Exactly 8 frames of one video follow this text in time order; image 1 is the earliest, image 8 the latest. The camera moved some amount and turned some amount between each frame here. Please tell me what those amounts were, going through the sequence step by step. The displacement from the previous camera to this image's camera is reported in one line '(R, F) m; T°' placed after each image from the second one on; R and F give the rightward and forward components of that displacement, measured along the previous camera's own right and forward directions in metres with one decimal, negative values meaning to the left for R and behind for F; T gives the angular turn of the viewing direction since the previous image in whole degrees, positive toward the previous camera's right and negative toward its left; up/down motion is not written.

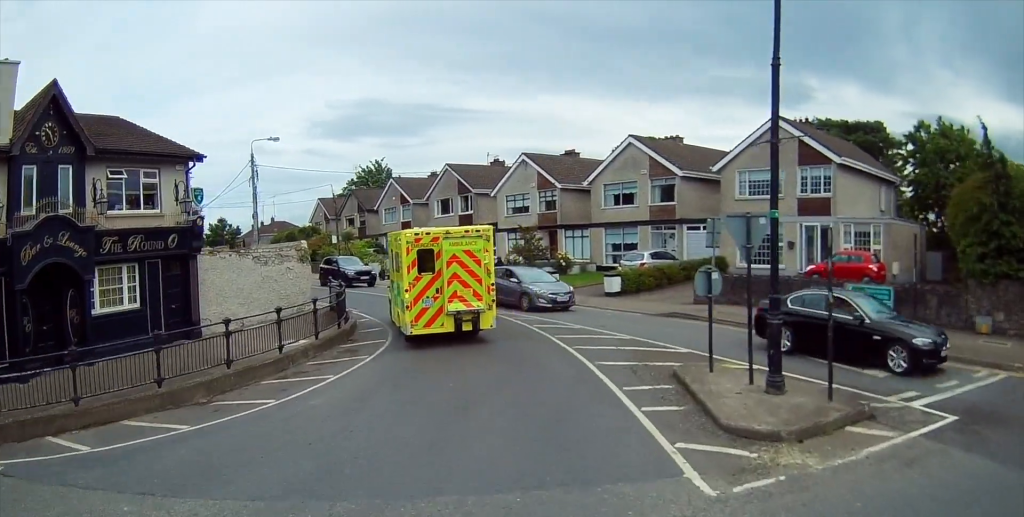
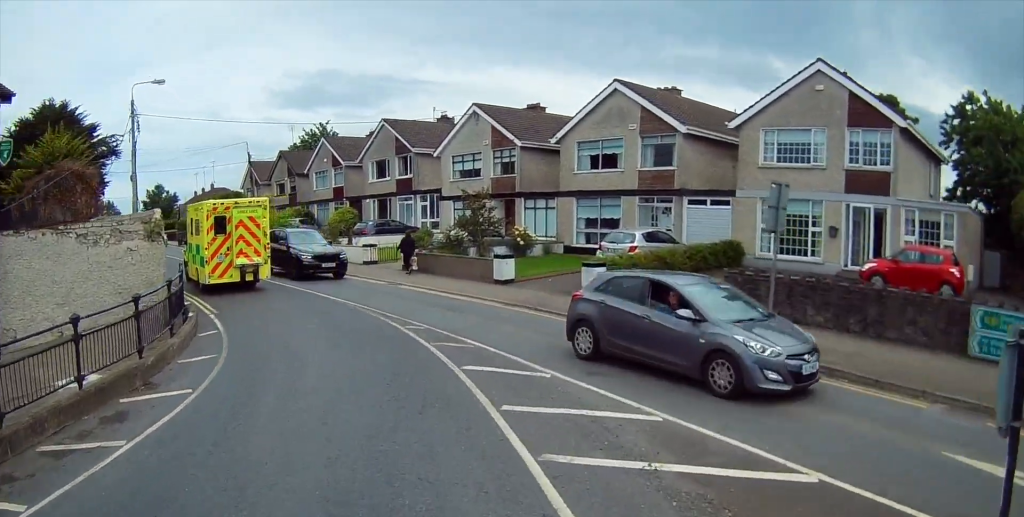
(+0.5, +7.1) m; +7°
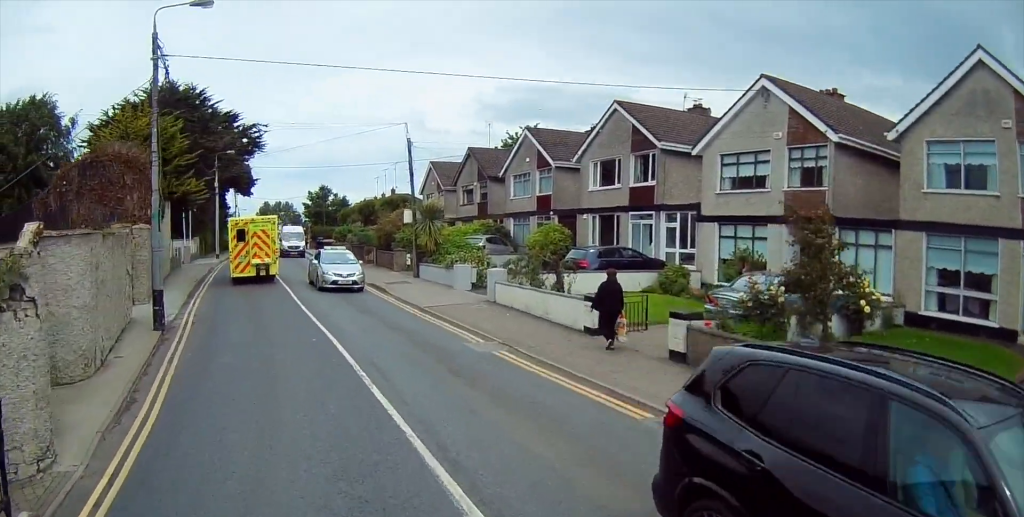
(-0.4, +11.7) m; -11°
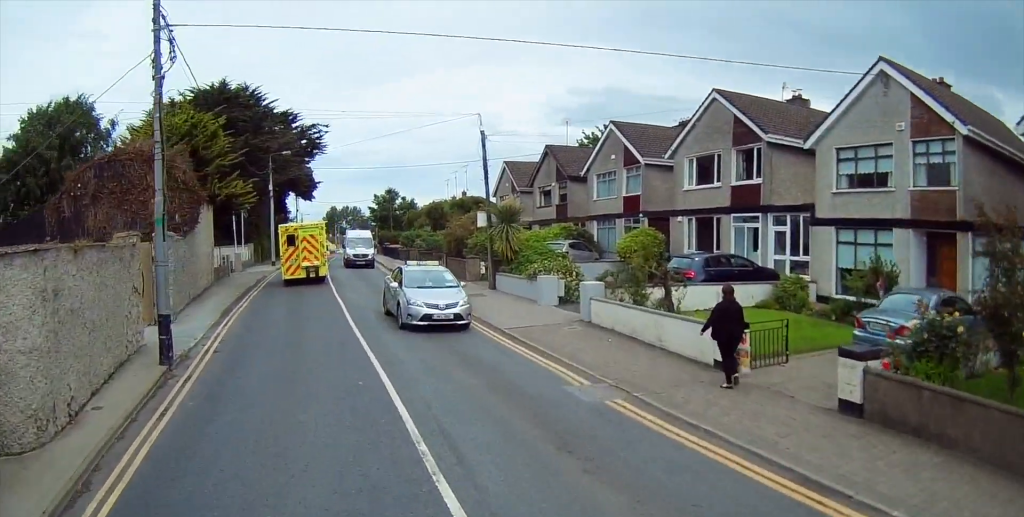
(-0.2, +3.4) m; -6°
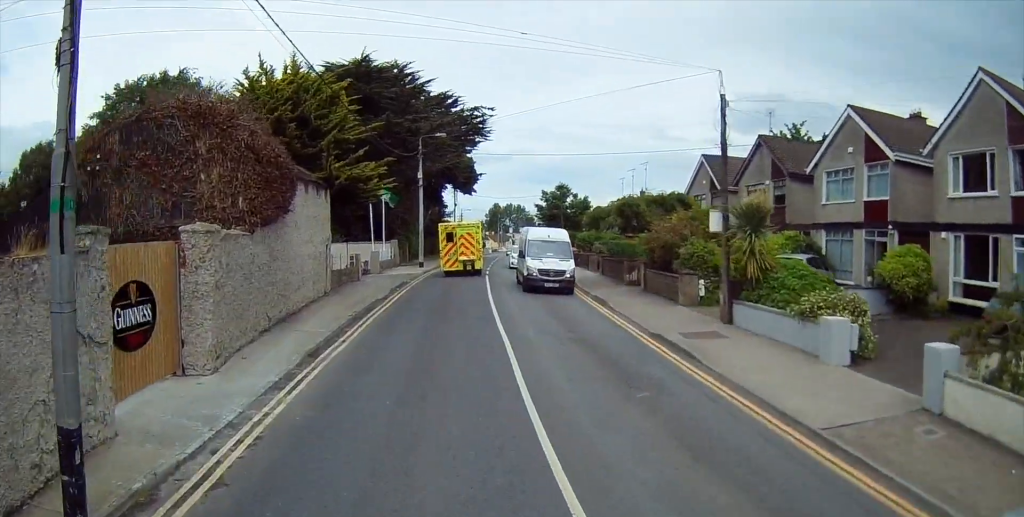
(-0.7, +7.8) m; -14°
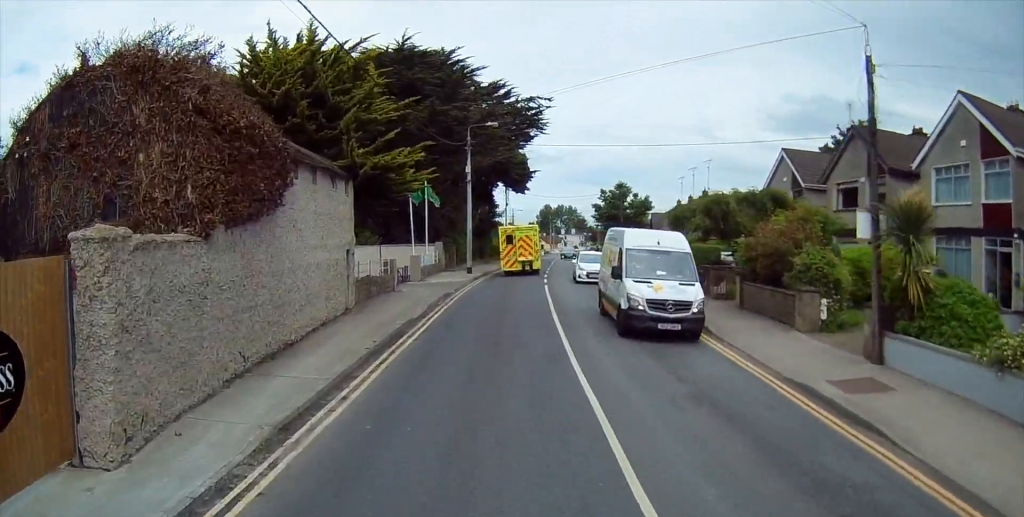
(-0.4, +4.6) m; -9°
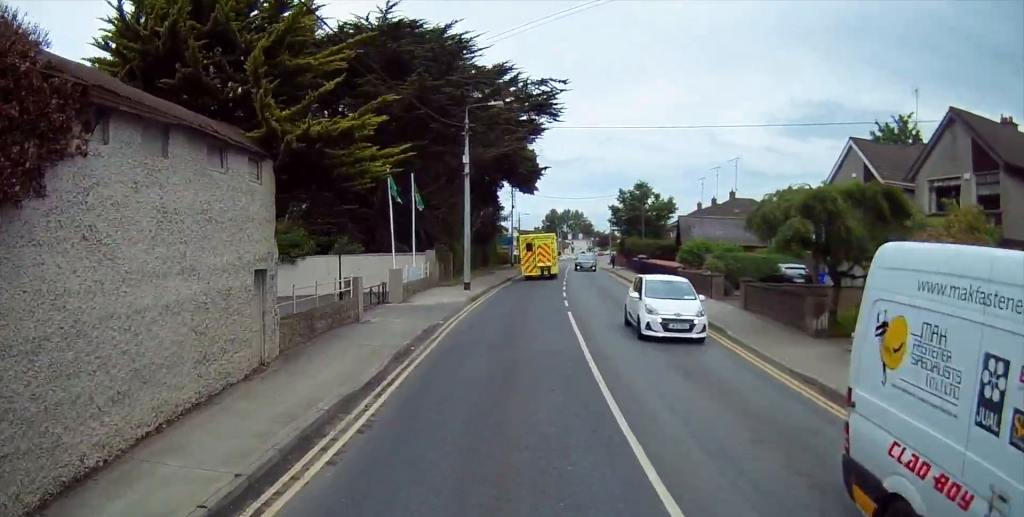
(-0.5, +7.1) m; -1°
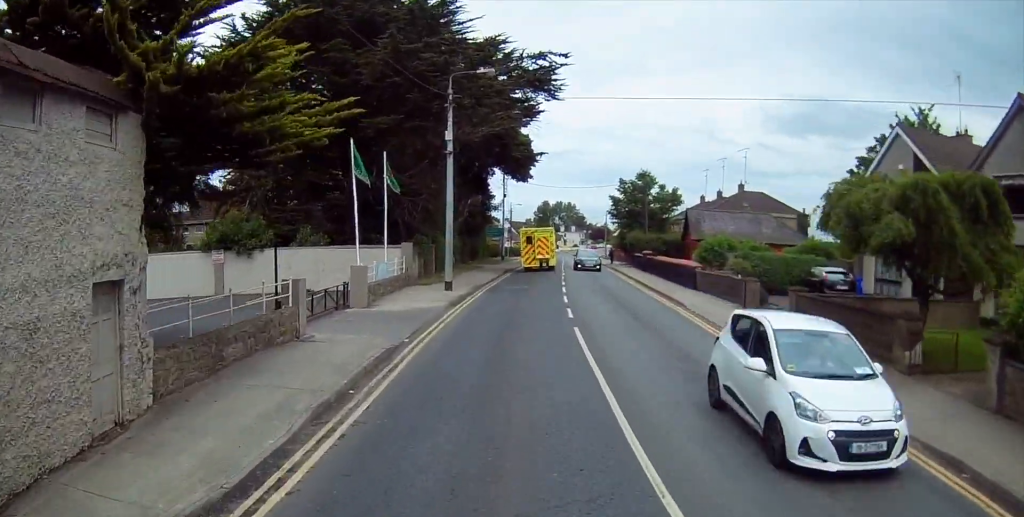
(+0.2, +4.5) m; +1°
